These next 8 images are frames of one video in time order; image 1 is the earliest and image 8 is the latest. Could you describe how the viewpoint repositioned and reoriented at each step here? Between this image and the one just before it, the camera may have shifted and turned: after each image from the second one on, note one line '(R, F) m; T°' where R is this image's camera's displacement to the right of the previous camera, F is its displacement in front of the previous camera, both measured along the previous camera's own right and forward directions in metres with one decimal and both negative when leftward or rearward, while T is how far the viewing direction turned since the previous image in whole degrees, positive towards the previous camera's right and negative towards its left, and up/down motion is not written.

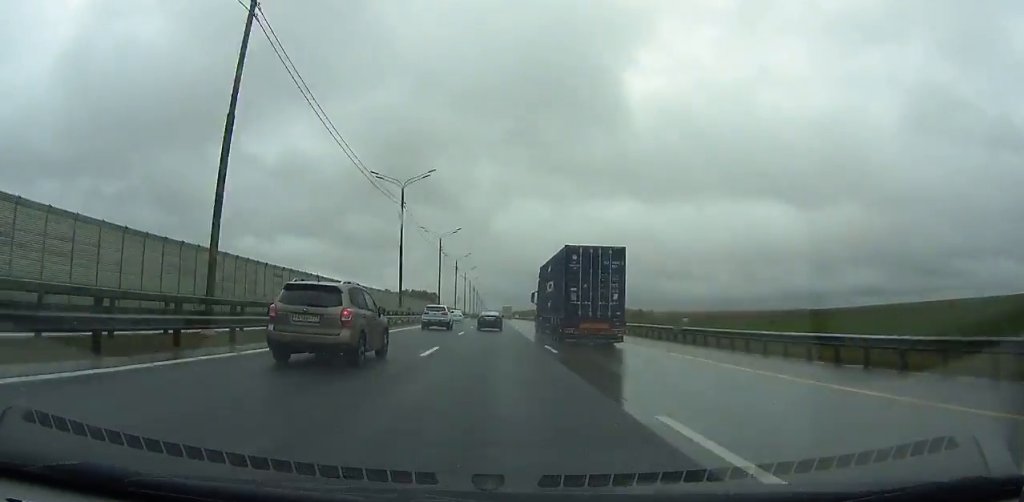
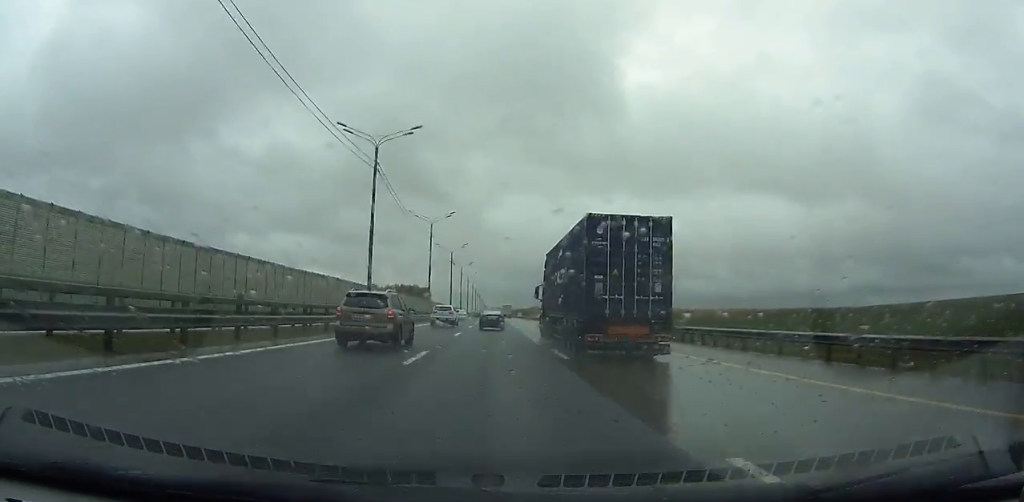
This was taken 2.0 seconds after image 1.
(+0.1, +50.4) m; 0°
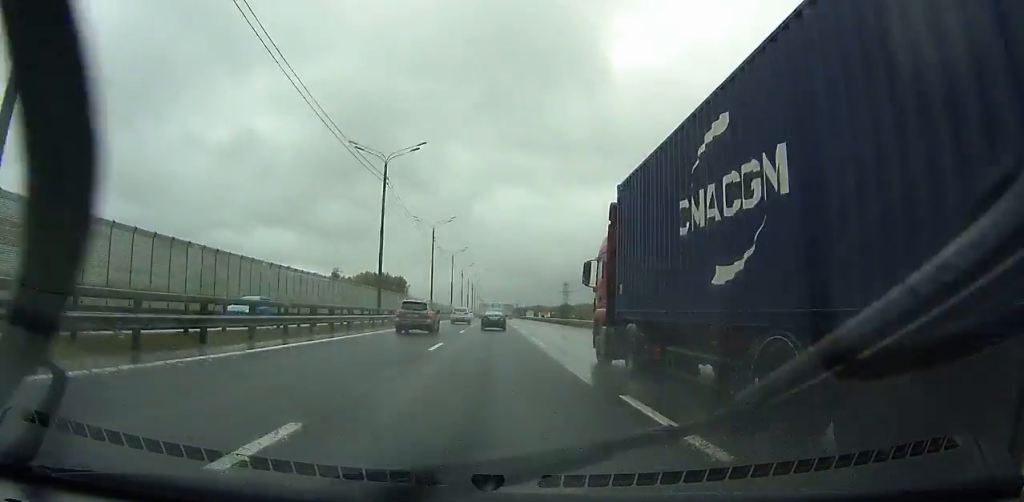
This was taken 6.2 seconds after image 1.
(0.0, +106.1) m; 0°
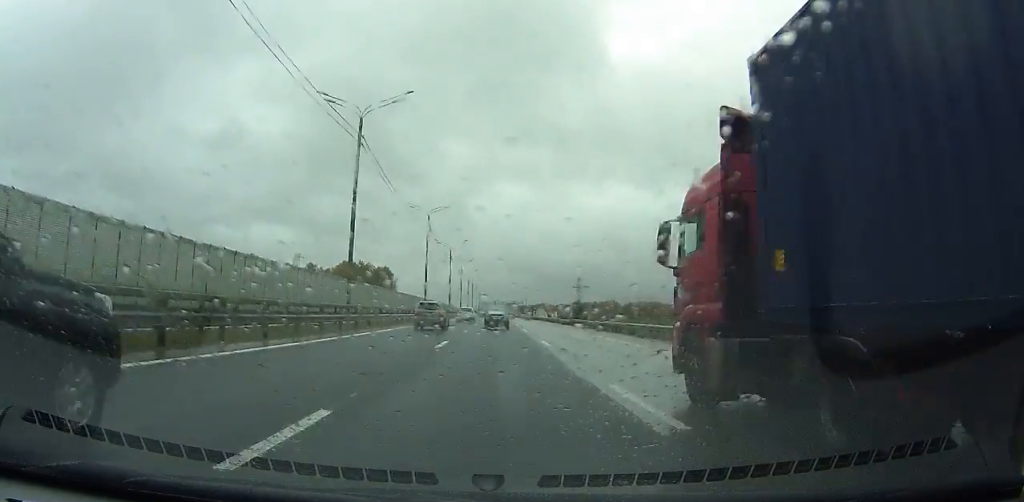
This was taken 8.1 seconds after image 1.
(-0.1, +48.2) m; 0°
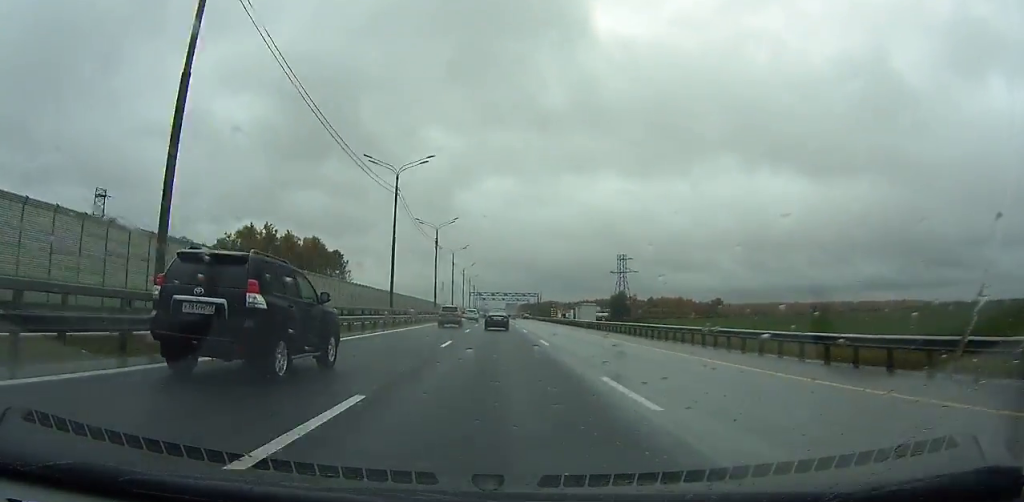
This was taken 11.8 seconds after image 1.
(+0.2, +94.8) m; 0°
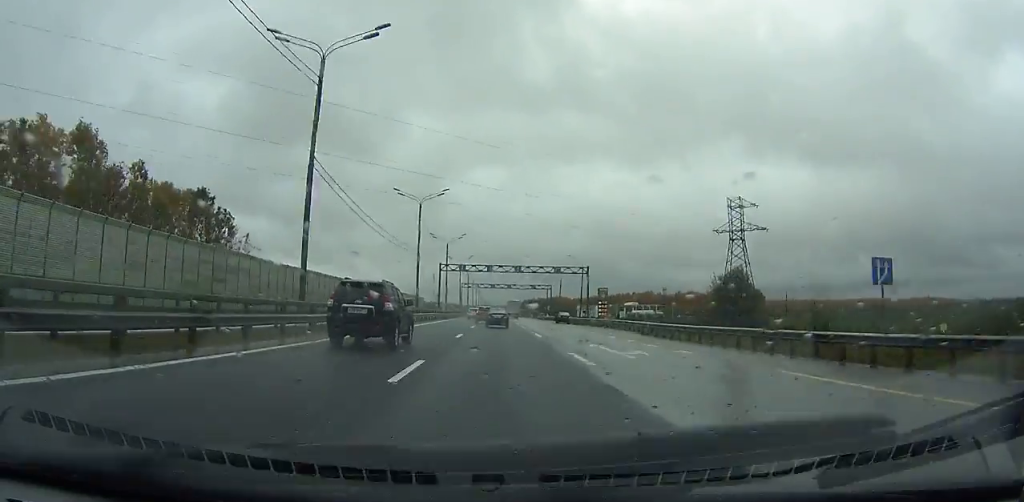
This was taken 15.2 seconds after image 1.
(0.0, +88.3) m; 0°
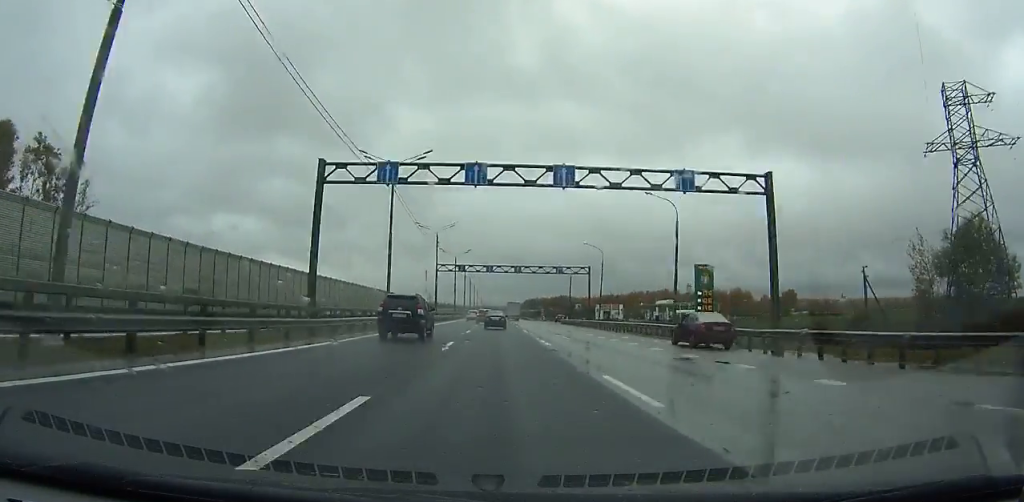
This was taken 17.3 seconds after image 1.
(-0.1, +55.0) m; 0°
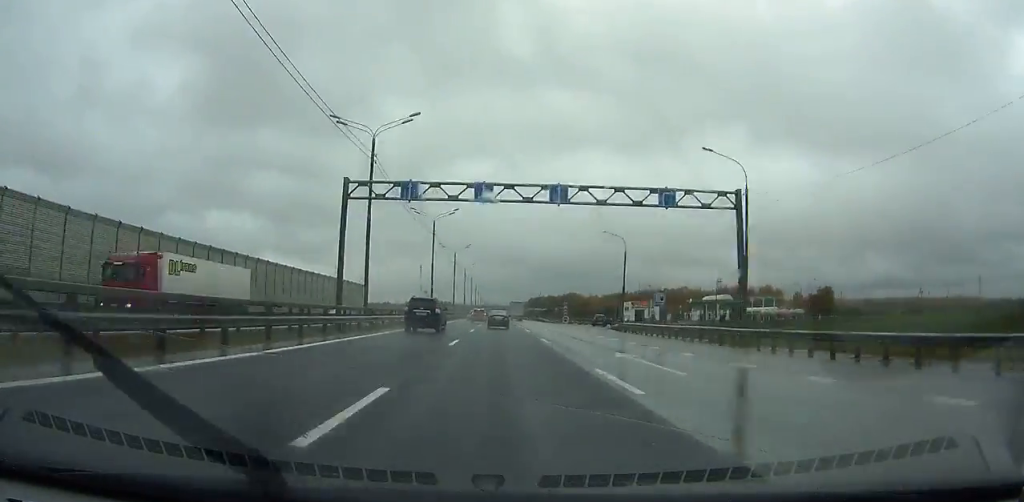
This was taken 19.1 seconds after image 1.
(-0.2, +47.4) m; 0°
